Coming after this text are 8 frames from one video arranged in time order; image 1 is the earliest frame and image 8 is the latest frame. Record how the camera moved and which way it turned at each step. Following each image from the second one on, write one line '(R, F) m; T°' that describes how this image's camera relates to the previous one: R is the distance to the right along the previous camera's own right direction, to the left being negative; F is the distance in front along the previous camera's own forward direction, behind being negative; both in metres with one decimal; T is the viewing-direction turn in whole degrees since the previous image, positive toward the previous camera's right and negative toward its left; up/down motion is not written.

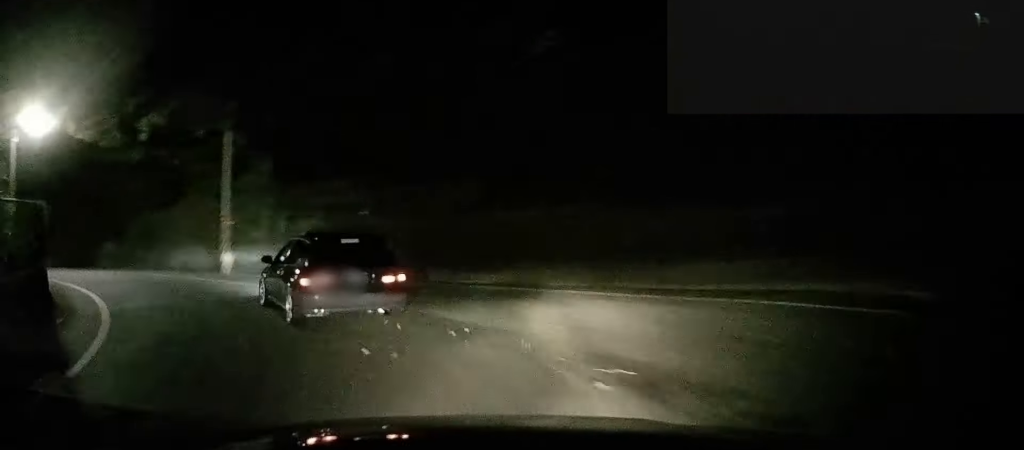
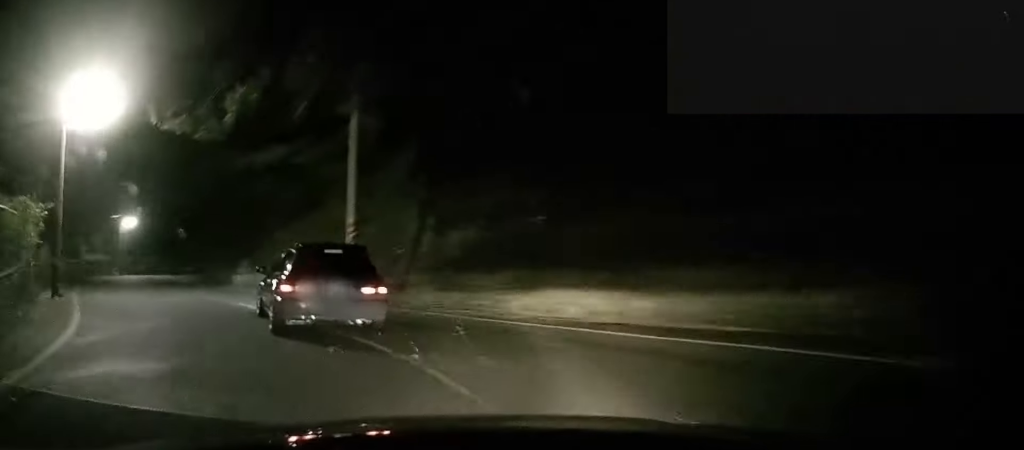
(-0.6, +6.8) m; -14°
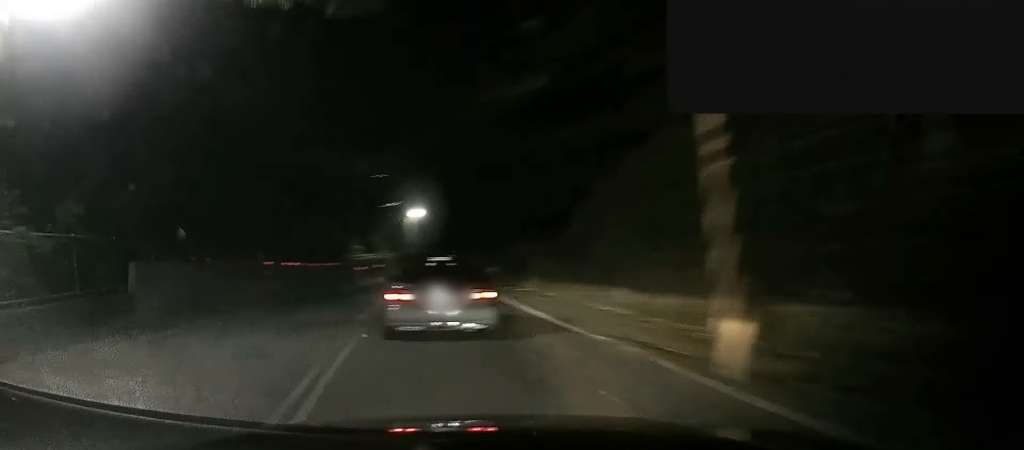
(-2.7, +11.5) m; -21°
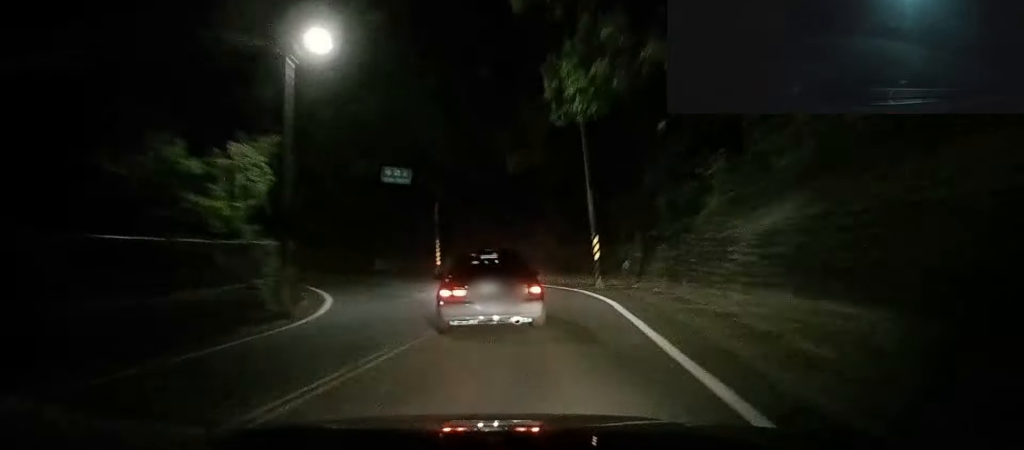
(-12.8, +70.4) m; +4°
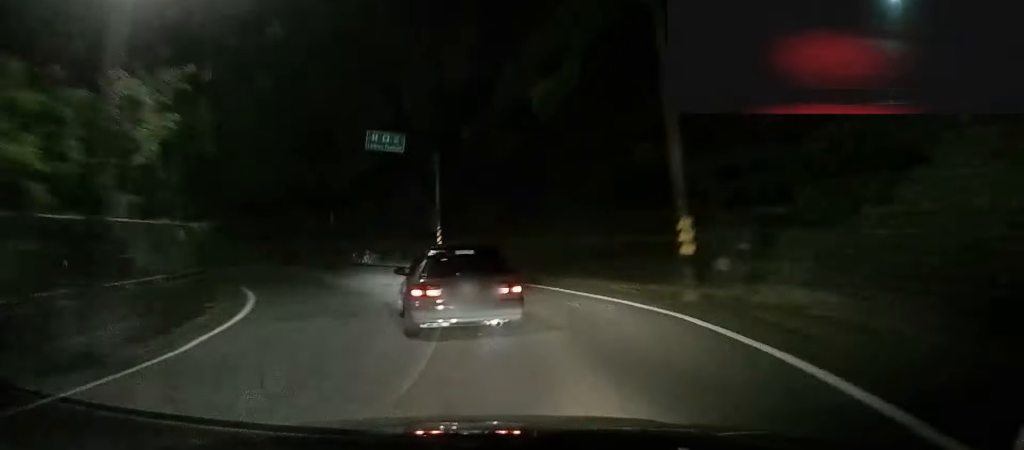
(+0.8, +8.6) m; +3°
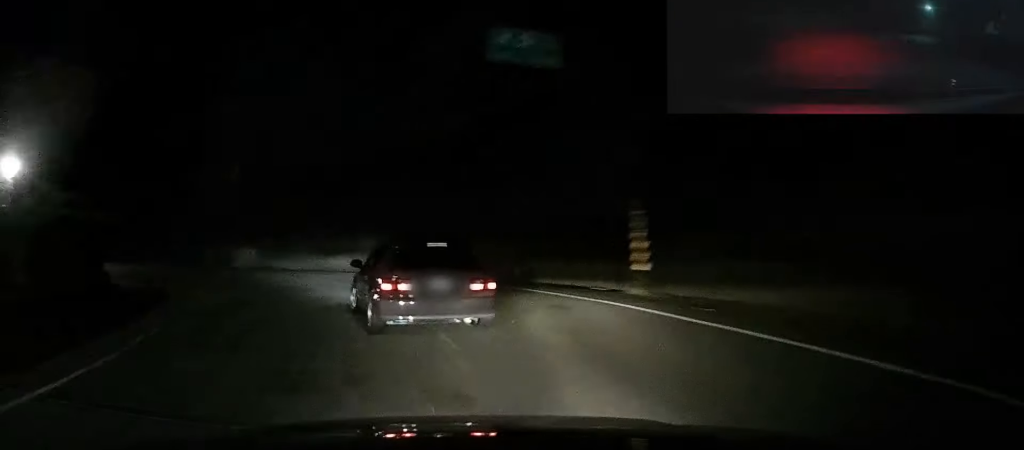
(-0.3, +15.2) m; -3°
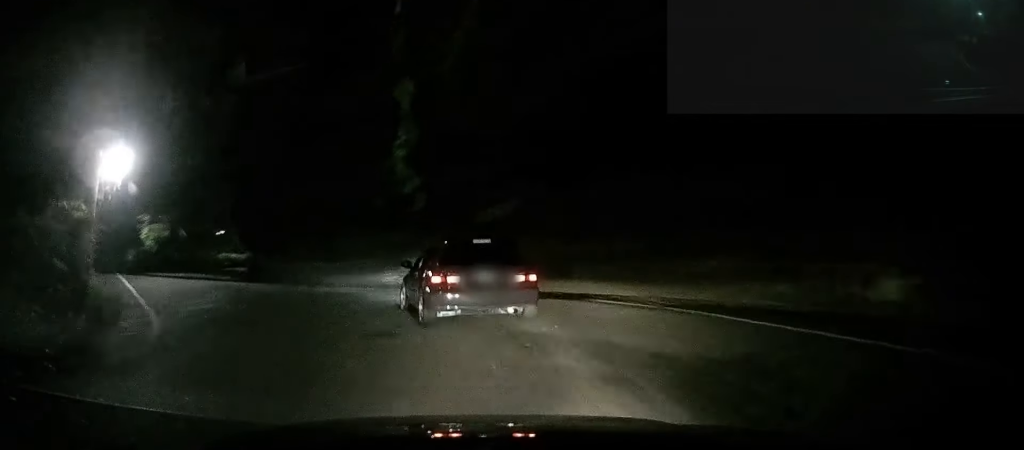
(-0.3, +13.2) m; -5°
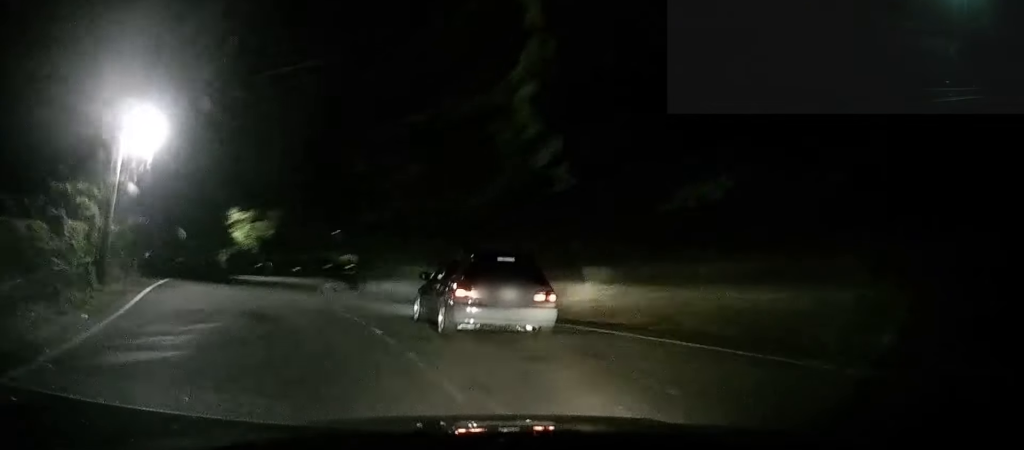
(+0.2, +9.9) m; -4°
